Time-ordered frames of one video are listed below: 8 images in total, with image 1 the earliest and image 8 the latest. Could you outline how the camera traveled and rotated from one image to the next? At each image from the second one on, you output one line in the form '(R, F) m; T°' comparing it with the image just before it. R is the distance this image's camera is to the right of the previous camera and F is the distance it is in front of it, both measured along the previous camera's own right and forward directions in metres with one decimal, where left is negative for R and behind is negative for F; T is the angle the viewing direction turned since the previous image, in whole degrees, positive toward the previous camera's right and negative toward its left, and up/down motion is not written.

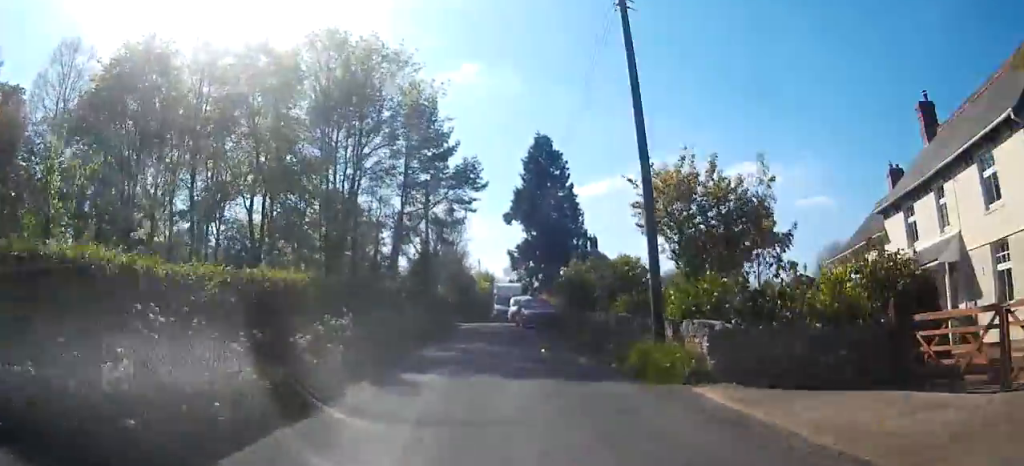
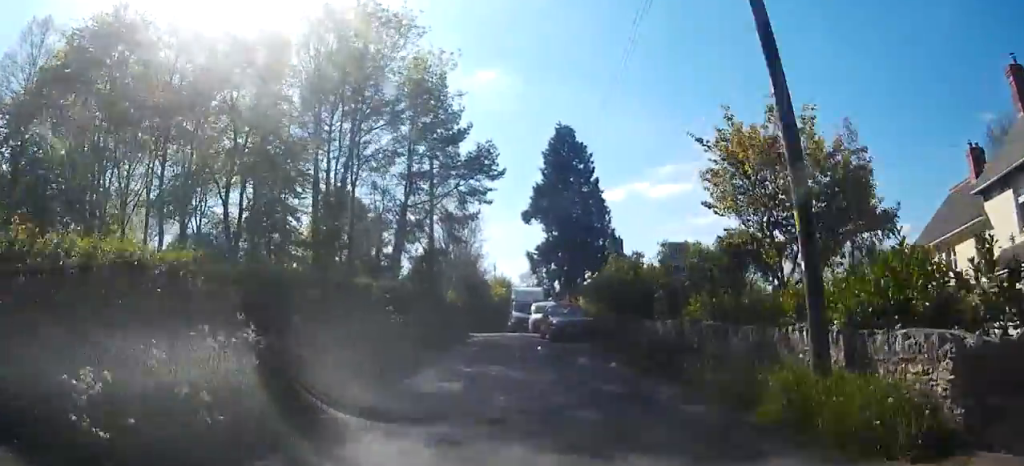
(-0.1, +5.6) m; -3°
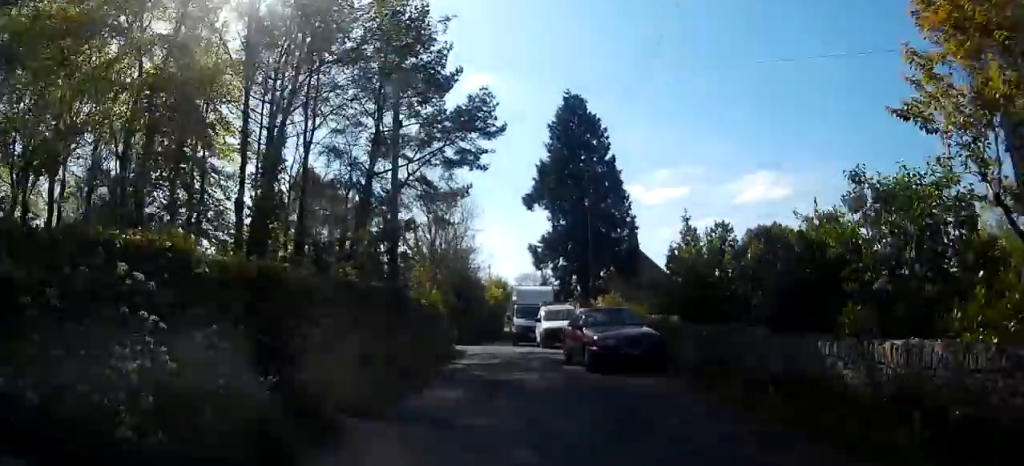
(-0.4, +8.7) m; 0°
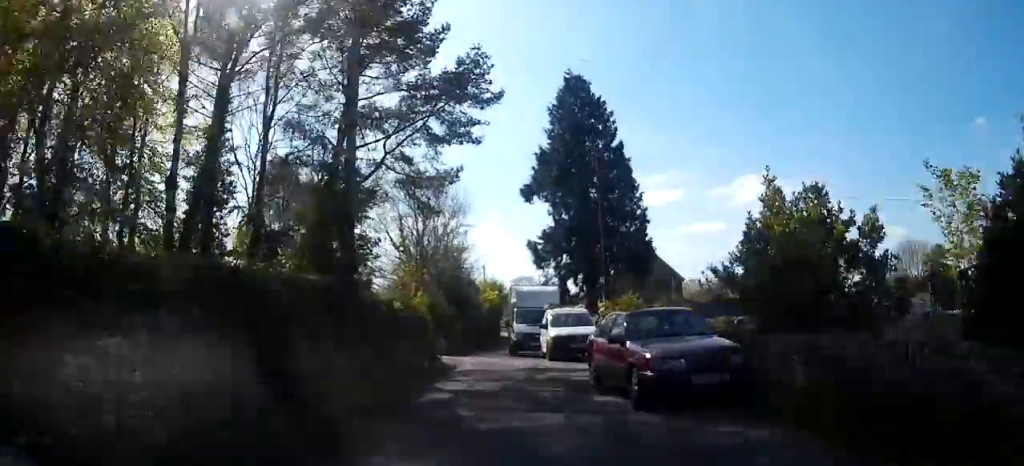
(0.0, +4.5) m; 0°
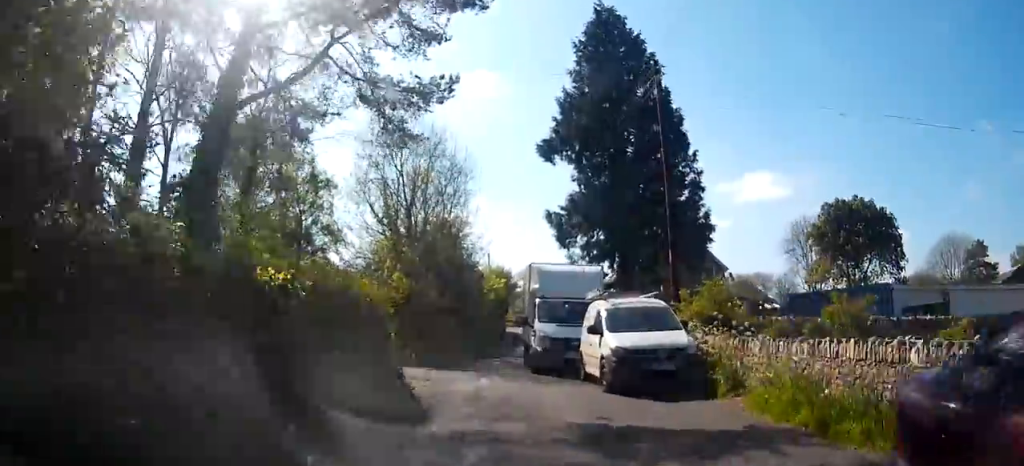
(+0.2, +8.5) m; -2°
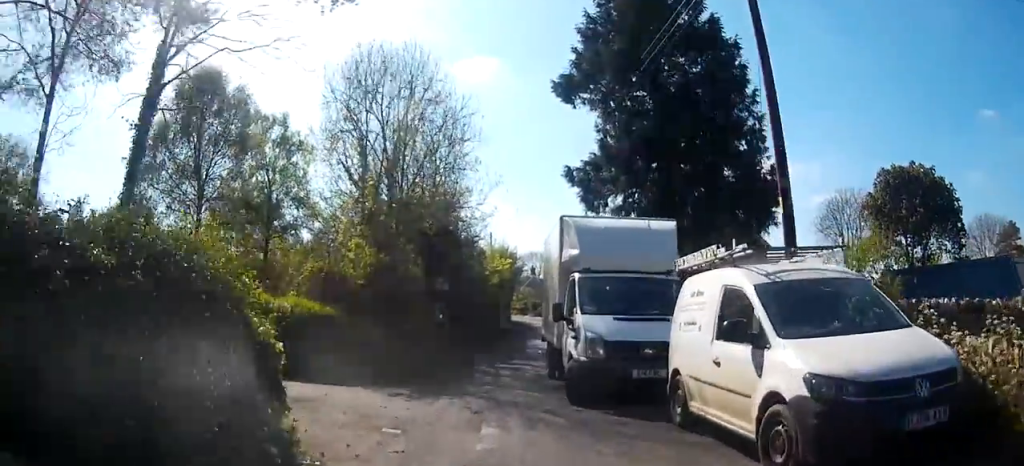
(-0.4, +6.4) m; -9°
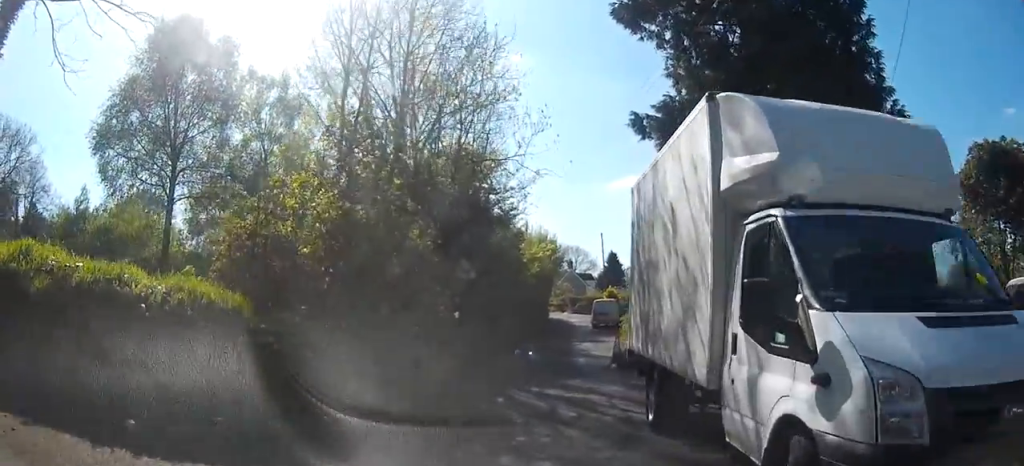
(-0.6, +5.7) m; -1°
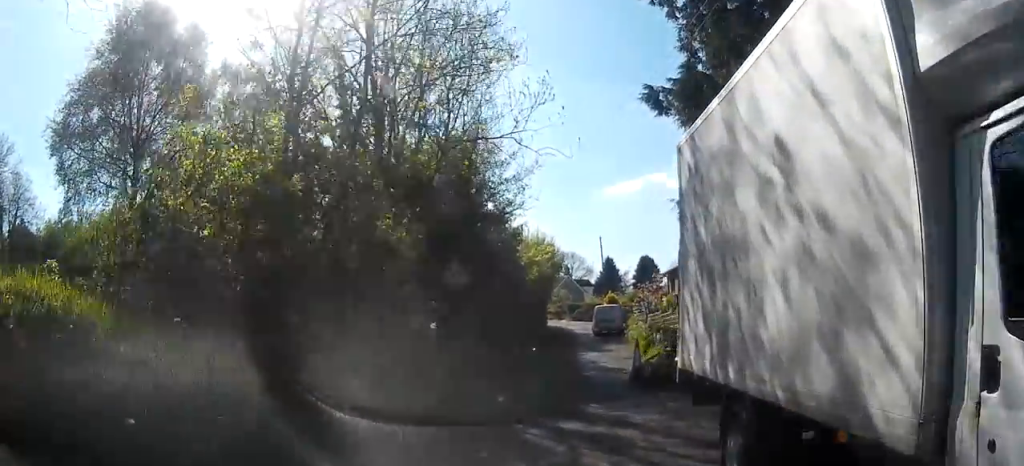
(+0.3, +2.2) m; +8°
